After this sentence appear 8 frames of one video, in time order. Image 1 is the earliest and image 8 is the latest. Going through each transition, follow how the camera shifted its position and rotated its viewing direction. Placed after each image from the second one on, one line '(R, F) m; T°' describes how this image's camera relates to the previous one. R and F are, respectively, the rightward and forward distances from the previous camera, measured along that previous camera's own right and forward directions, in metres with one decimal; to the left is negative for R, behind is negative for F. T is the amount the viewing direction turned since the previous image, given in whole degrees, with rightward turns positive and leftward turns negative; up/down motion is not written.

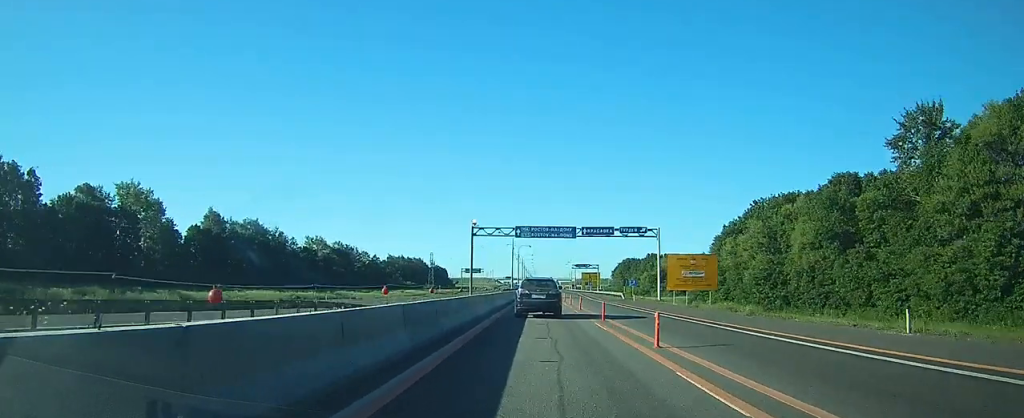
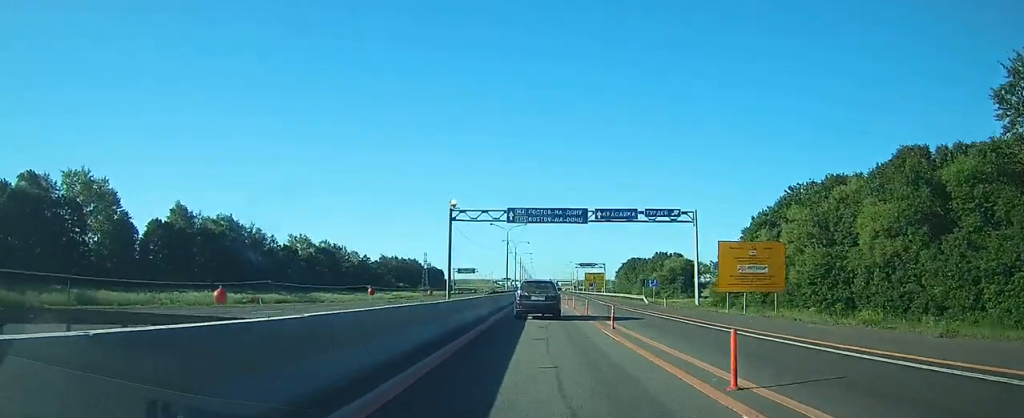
(0.0, +14.9) m; 0°
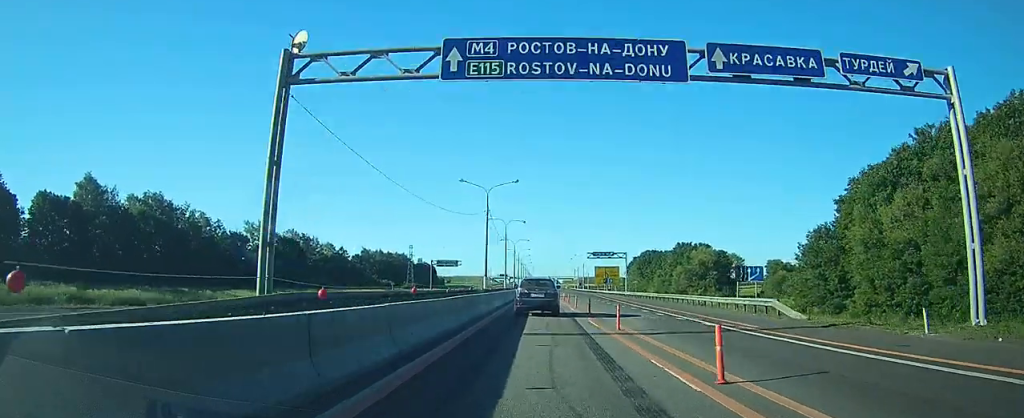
(0.0, +31.7) m; 0°
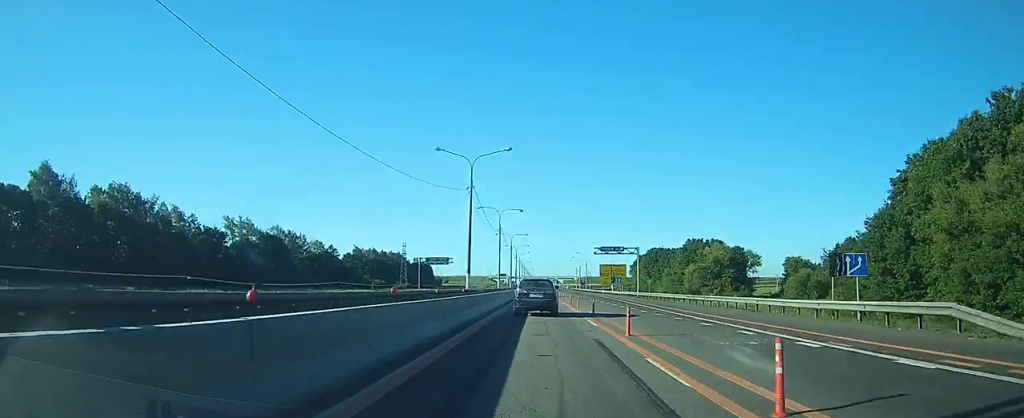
(0.0, +11.8) m; 0°
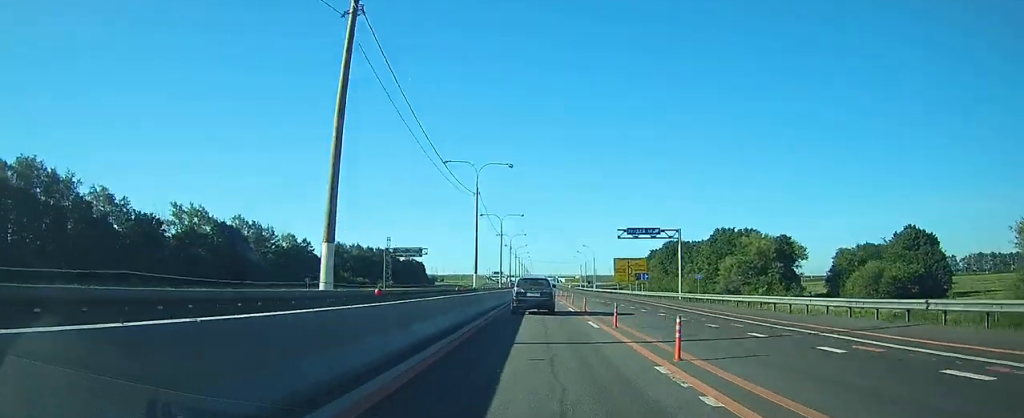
(0.0, +25.4) m; 0°
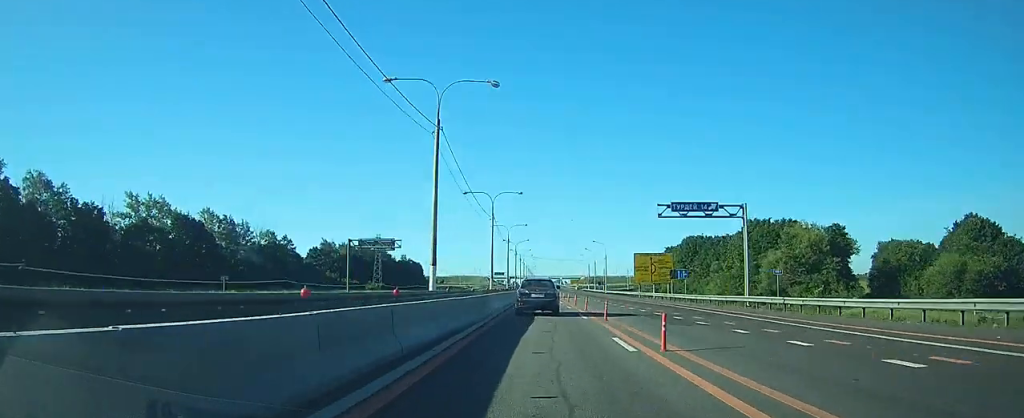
(0.0, +18.6) m; 0°
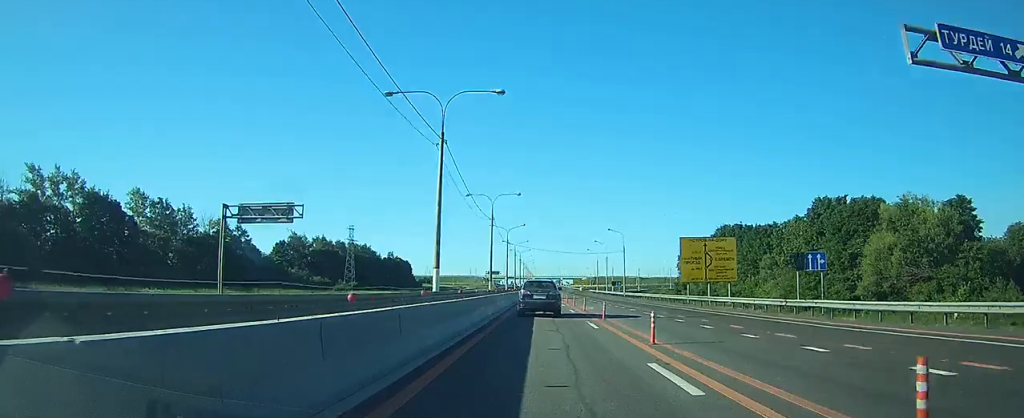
(0.0, +29.0) m; 0°
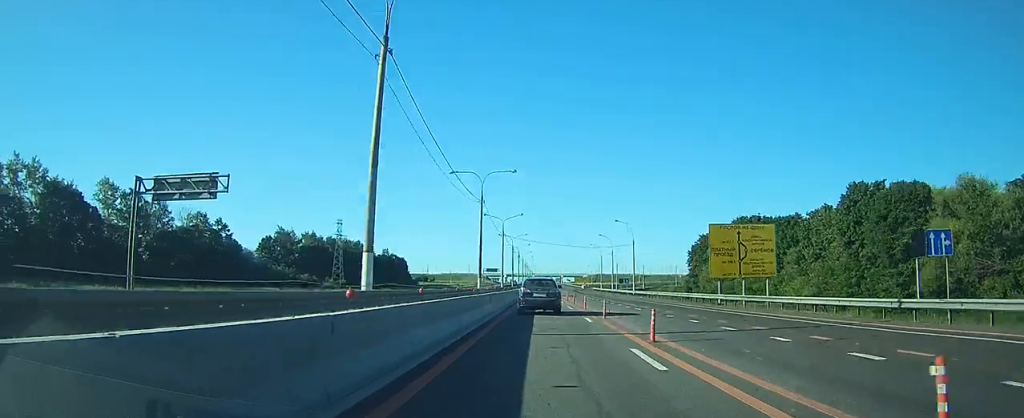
(0.0, +10.2) m; 0°
